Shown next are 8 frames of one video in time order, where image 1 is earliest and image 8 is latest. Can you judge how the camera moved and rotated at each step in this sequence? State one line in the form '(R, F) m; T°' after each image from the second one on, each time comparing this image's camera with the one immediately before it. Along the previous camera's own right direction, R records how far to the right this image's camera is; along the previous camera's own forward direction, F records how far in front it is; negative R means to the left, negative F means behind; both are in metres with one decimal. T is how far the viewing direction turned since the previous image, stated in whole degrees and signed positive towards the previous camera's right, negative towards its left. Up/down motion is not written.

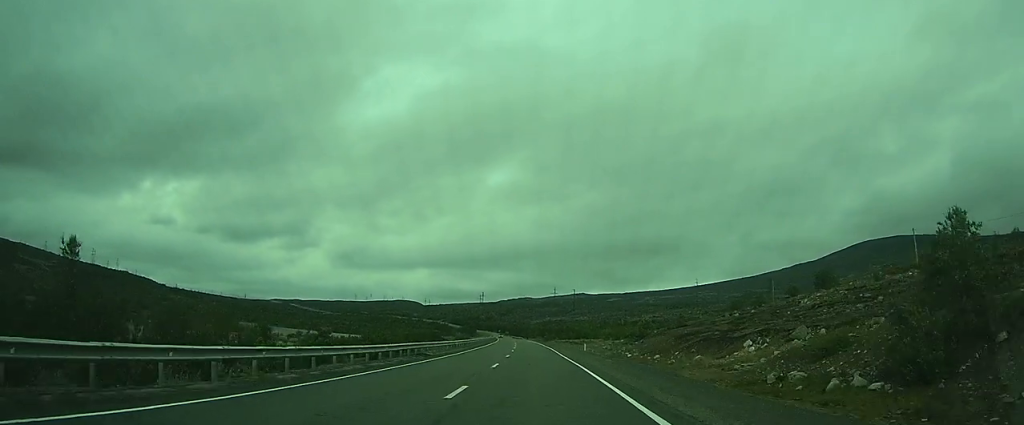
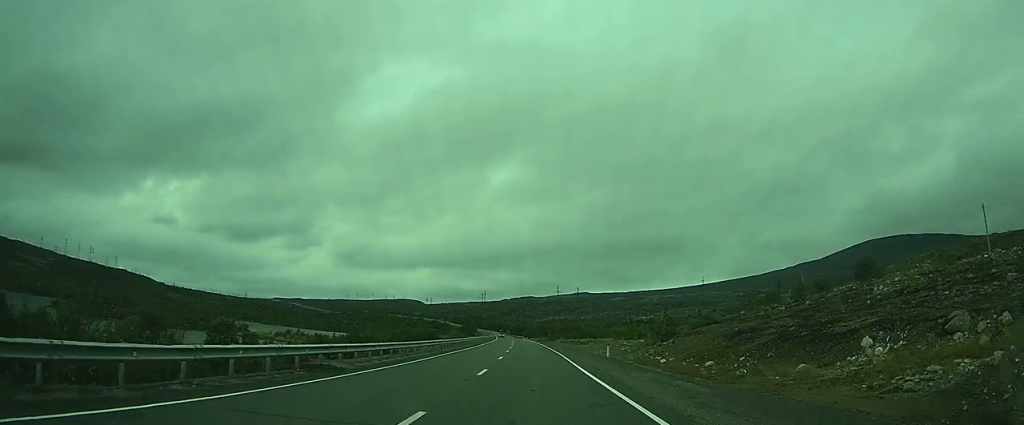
(-0.2, +17.2) m; -2°
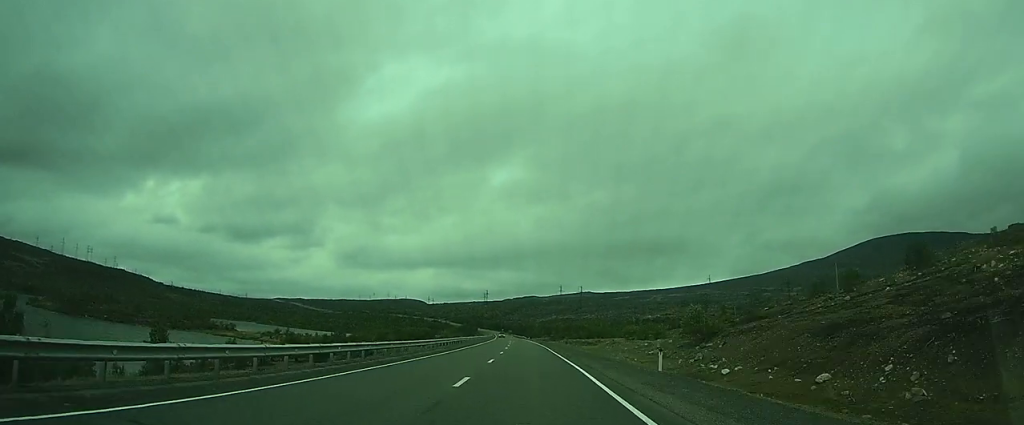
(-0.2, +16.5) m; -1°
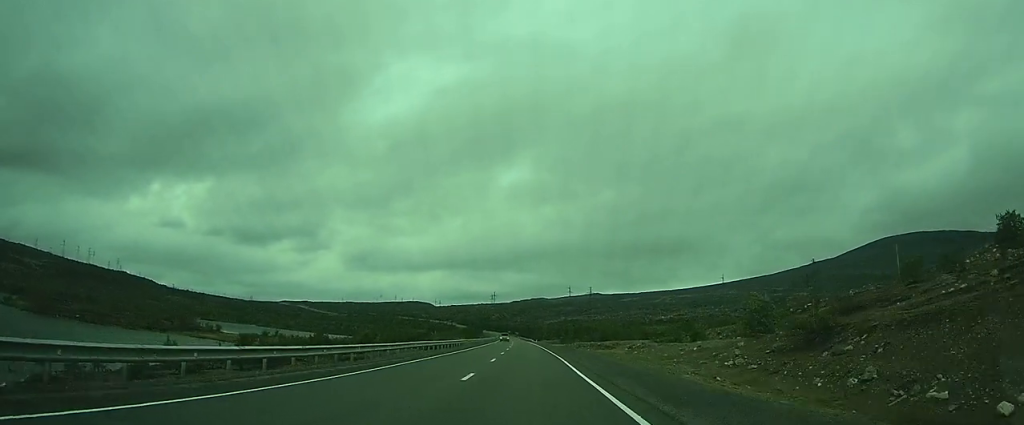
(-0.4, +21.5) m; -1°
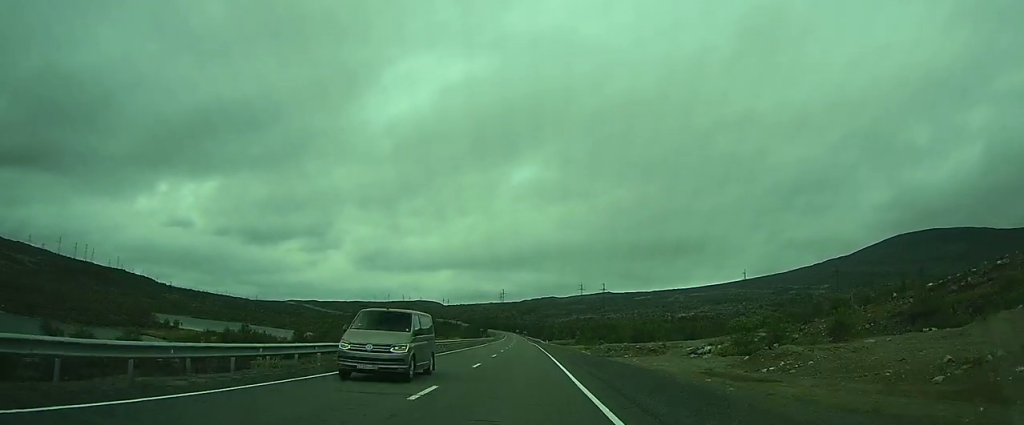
(-0.1, +42.5) m; -1°
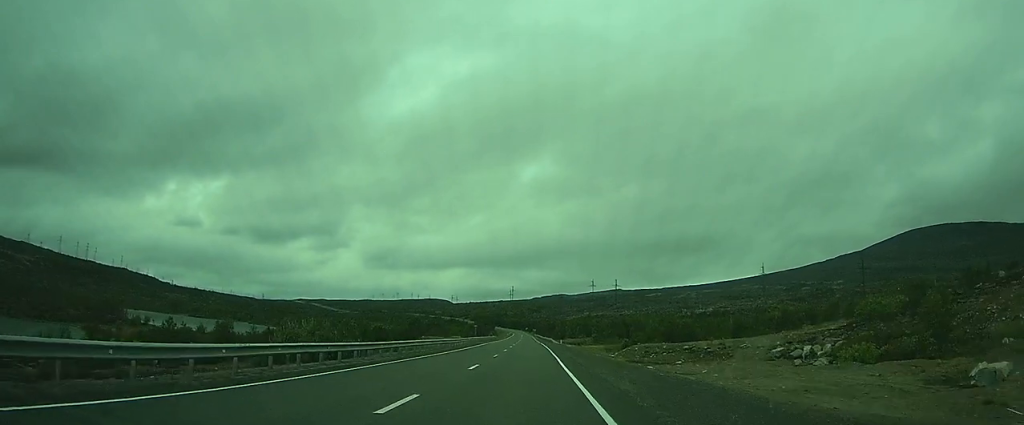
(-0.1, +26.7) m; 0°
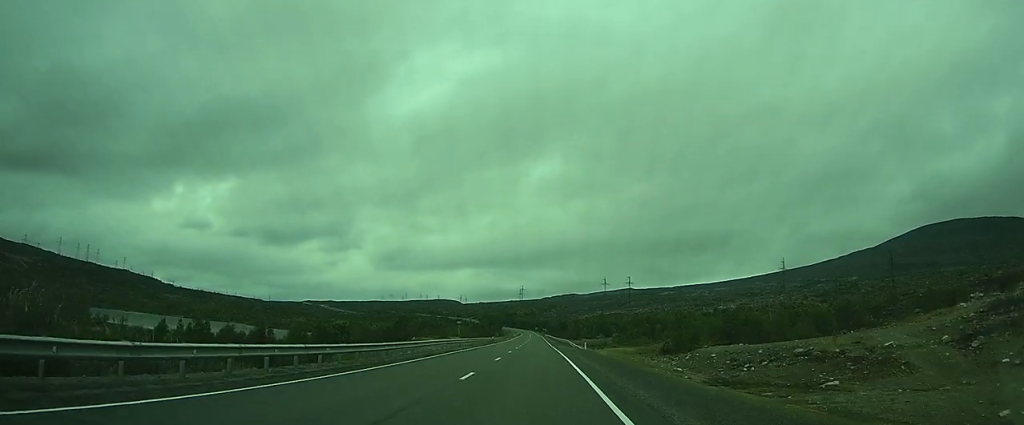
(-0.2, +29.0) m; -1°
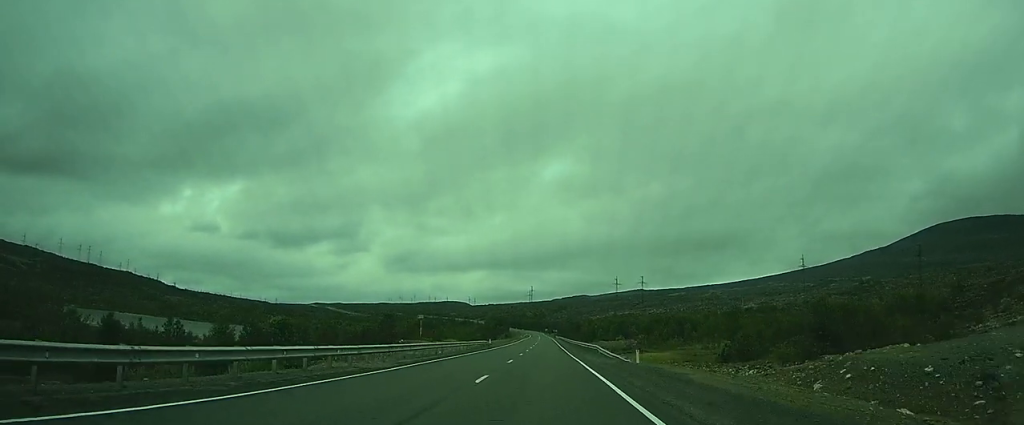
(-0.3, +24.7) m; -1°
